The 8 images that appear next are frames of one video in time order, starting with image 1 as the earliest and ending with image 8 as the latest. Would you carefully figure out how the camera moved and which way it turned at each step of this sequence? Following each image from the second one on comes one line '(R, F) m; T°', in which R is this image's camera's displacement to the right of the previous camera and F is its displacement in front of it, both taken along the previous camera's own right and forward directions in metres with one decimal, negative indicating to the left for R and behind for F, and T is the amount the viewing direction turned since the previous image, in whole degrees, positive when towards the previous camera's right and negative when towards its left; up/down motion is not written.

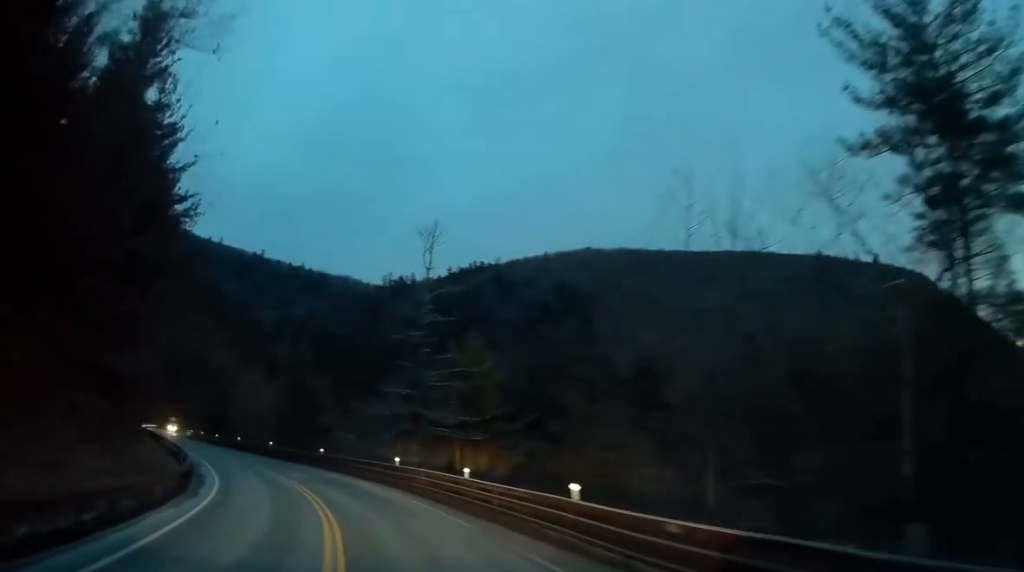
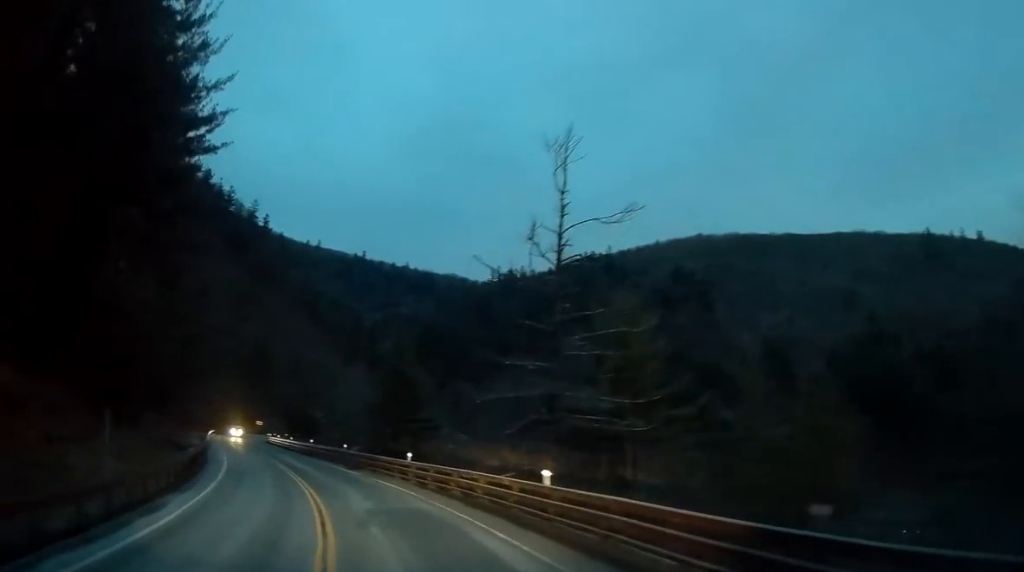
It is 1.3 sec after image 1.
(-0.8, +13.4) m; -8°
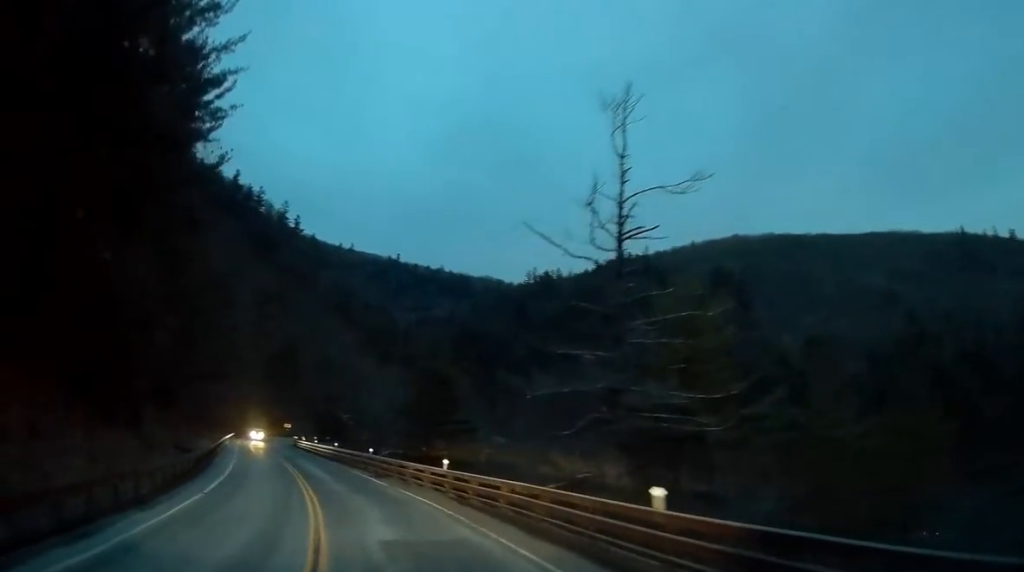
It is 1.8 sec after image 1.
(-0.1, +4.5) m; -3°
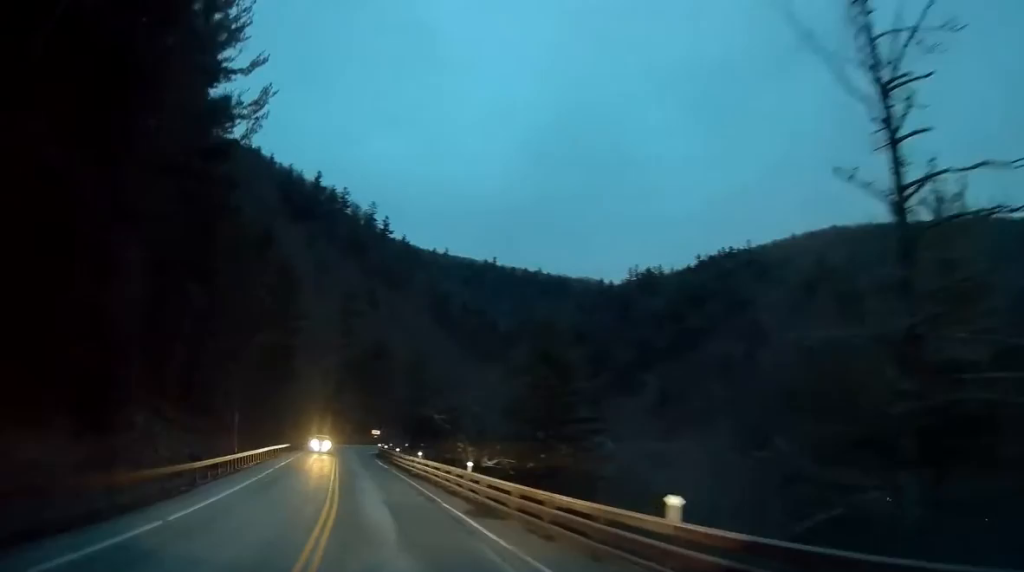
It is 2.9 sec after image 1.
(-0.7, +12.5) m; -8°
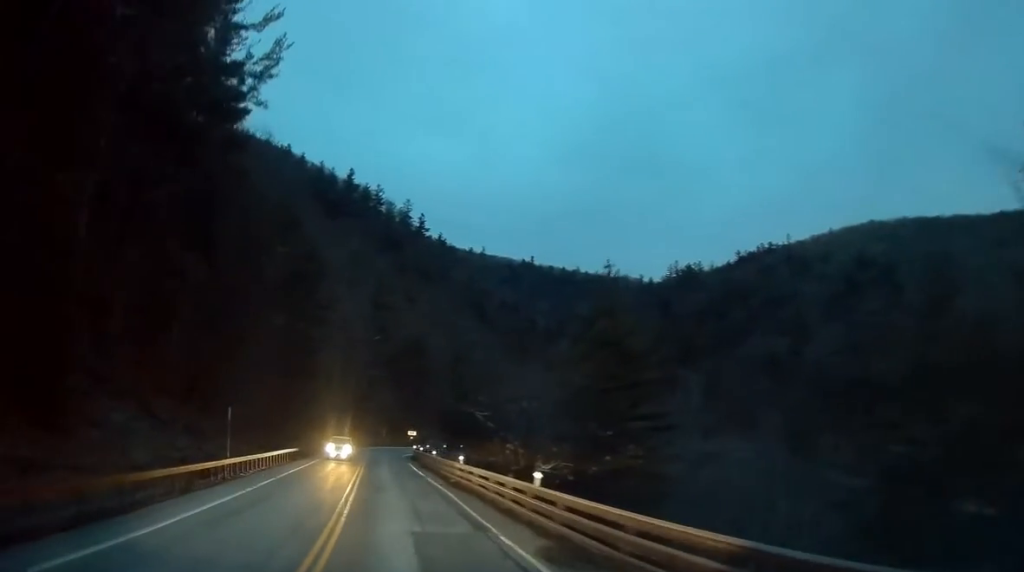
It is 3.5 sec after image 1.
(-0.4, +6.0) m; -4°
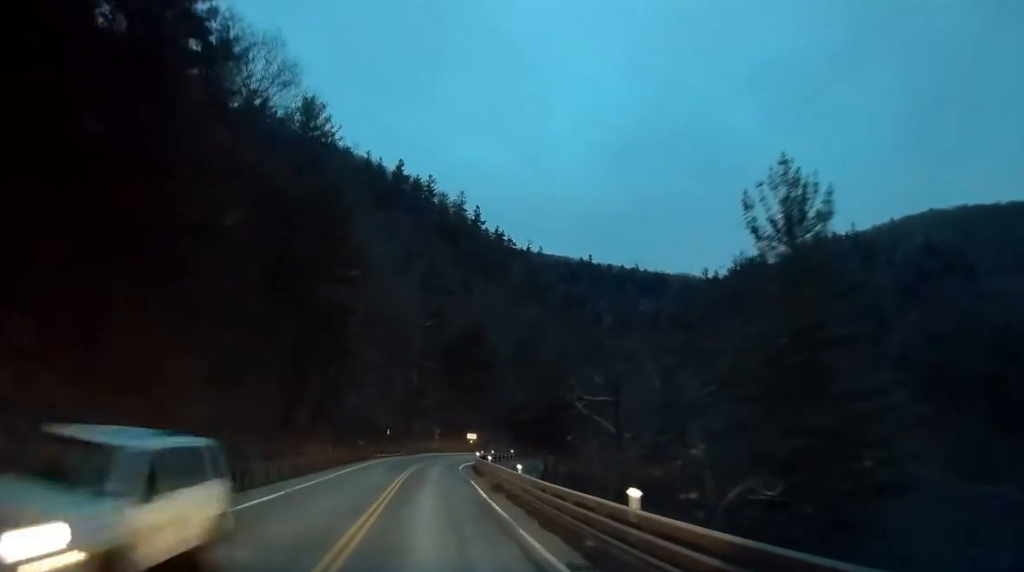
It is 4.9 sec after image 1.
(-1.4, +16.0) m; -5°
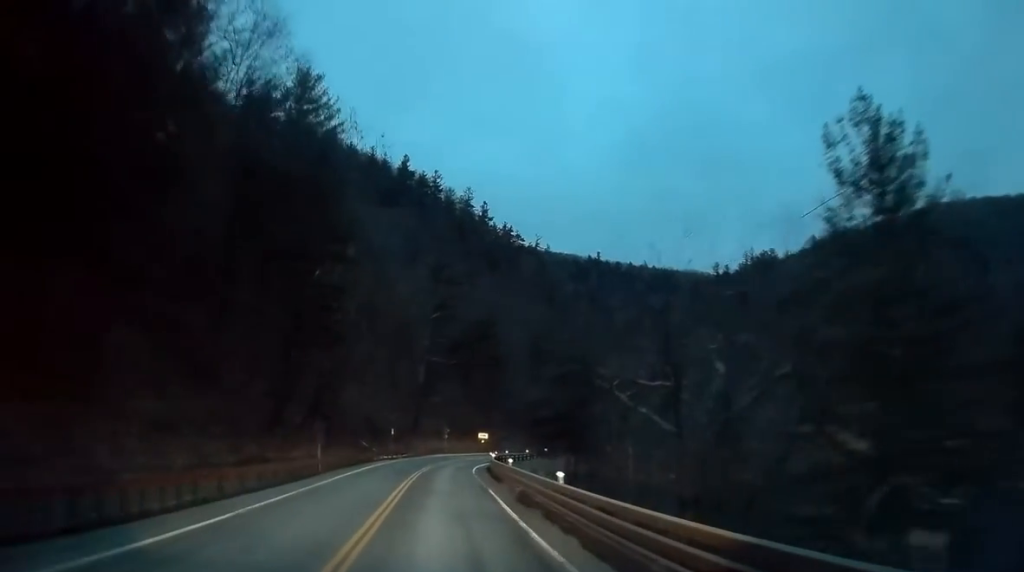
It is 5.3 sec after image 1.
(+0.1, +5.6) m; 0°
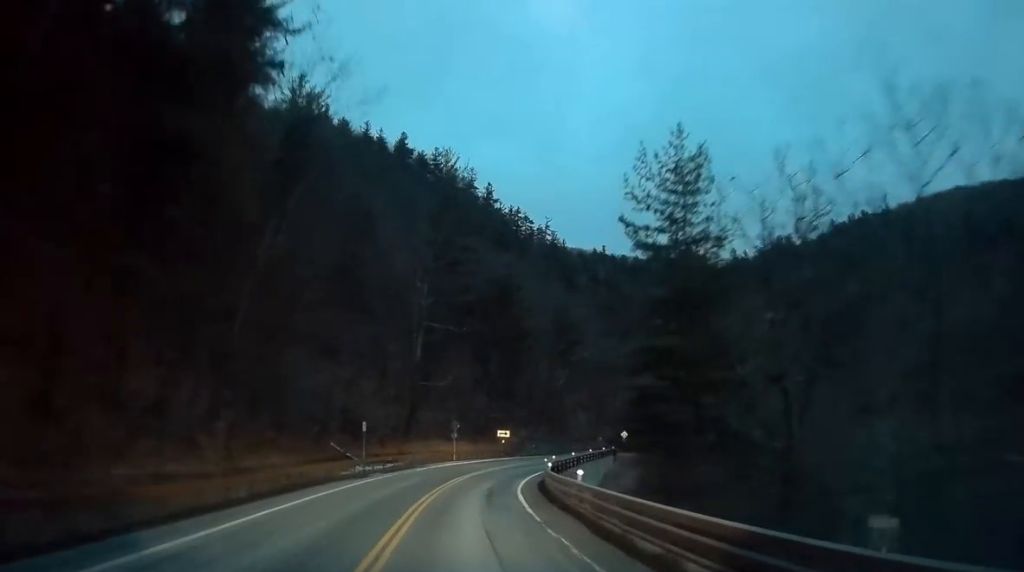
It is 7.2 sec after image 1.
(-0.3, +23.2) m; -1°
